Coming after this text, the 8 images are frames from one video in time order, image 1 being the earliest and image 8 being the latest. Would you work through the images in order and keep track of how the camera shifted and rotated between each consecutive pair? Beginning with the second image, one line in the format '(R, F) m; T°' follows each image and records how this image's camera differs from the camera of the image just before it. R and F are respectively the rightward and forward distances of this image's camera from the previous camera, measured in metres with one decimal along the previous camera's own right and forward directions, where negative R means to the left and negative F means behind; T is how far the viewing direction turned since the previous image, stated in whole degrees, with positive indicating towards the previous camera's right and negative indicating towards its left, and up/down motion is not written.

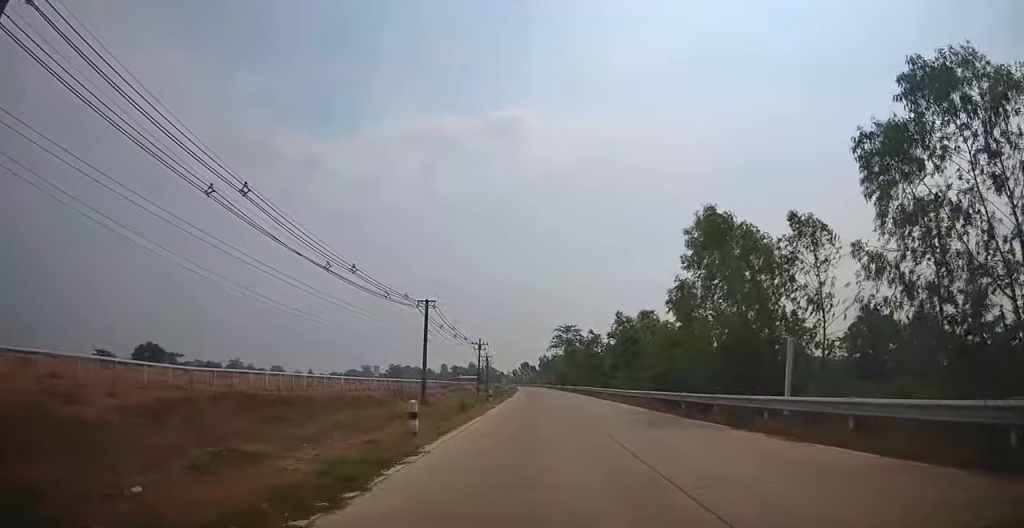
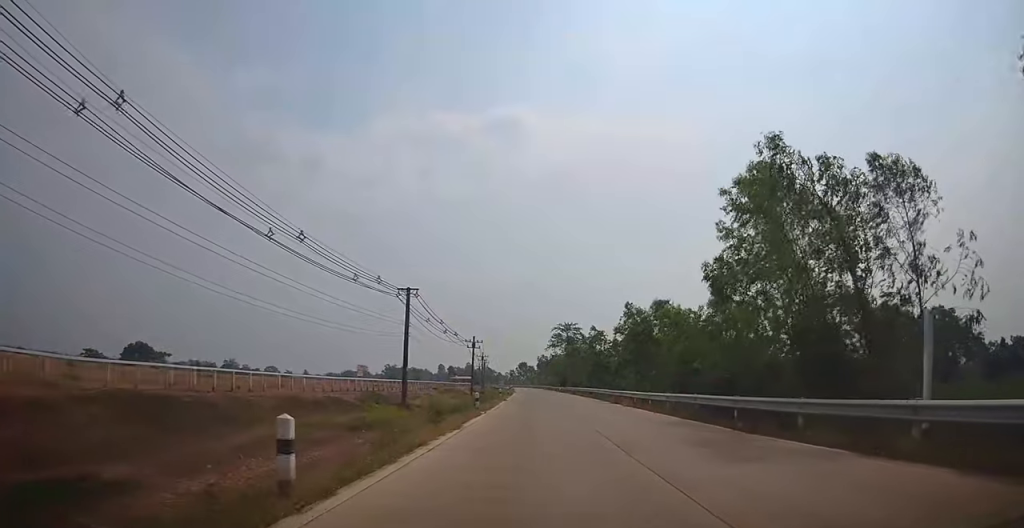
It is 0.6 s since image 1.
(-0.3, +5.7) m; 0°
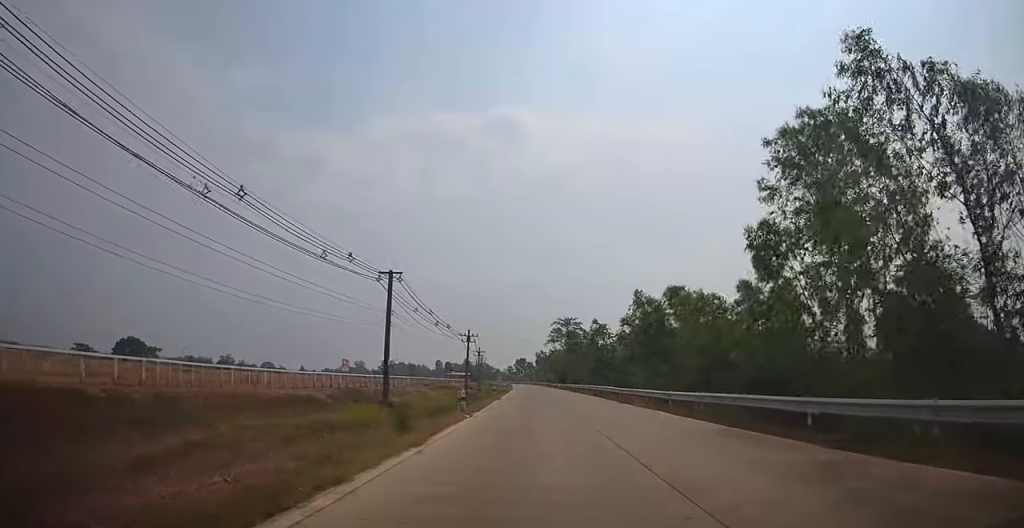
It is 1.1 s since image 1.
(0.0, +4.5) m; 0°
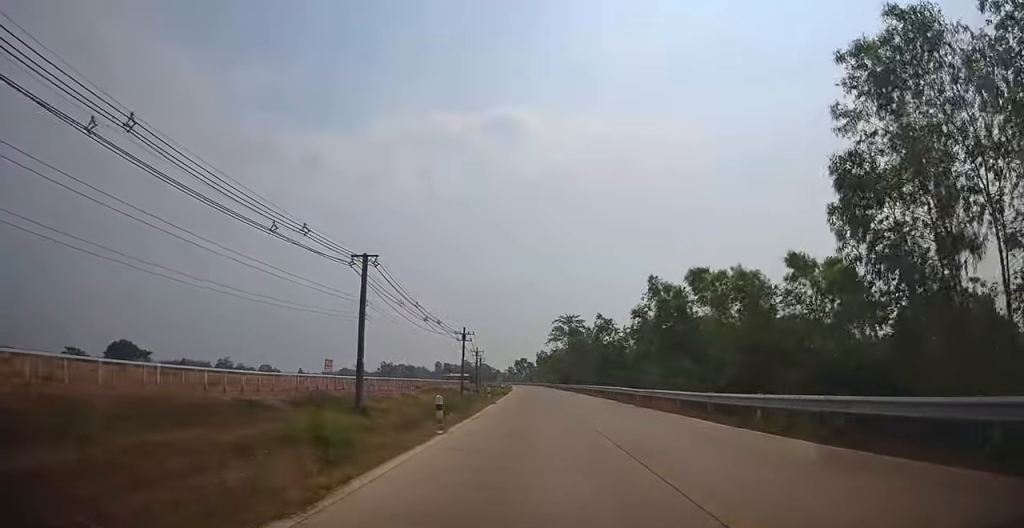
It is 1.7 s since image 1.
(+0.2, +5.4) m; +1°
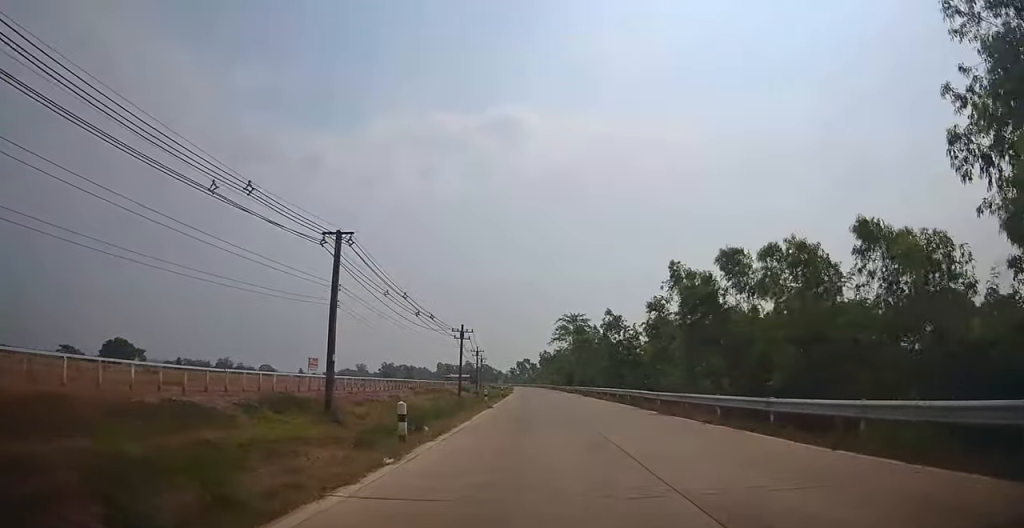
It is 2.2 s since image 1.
(0.0, +4.8) m; 0°
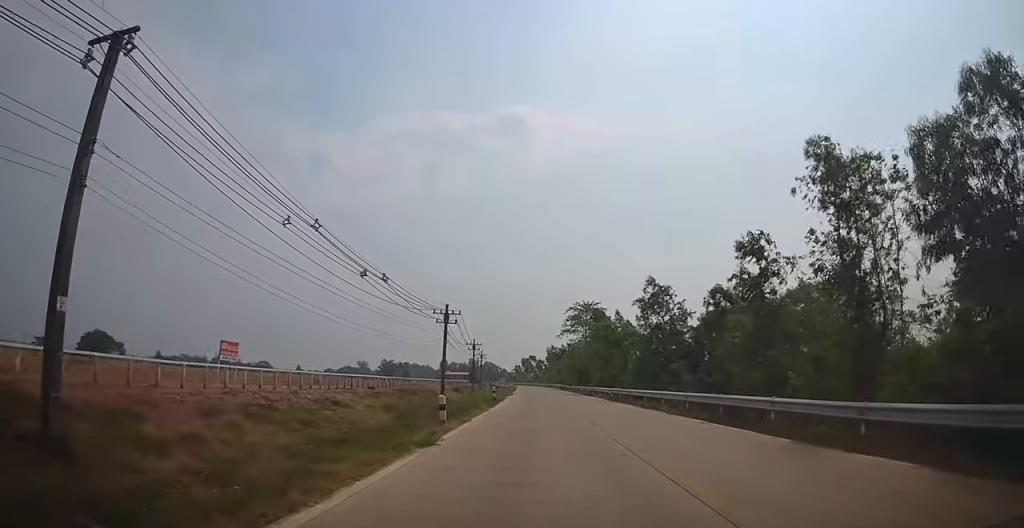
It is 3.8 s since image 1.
(-0.2, +16.1) m; -2°
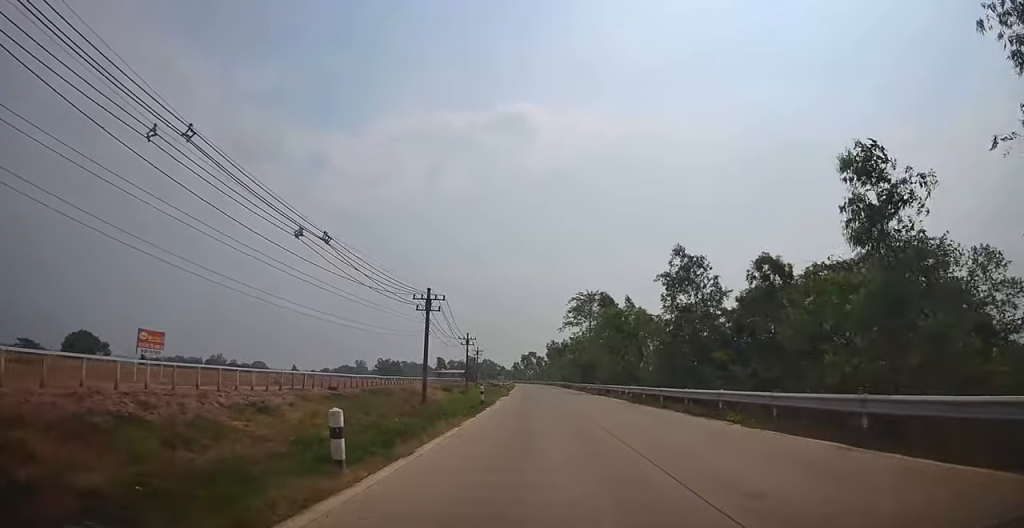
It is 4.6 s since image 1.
(-0.2, +8.3) m; 0°
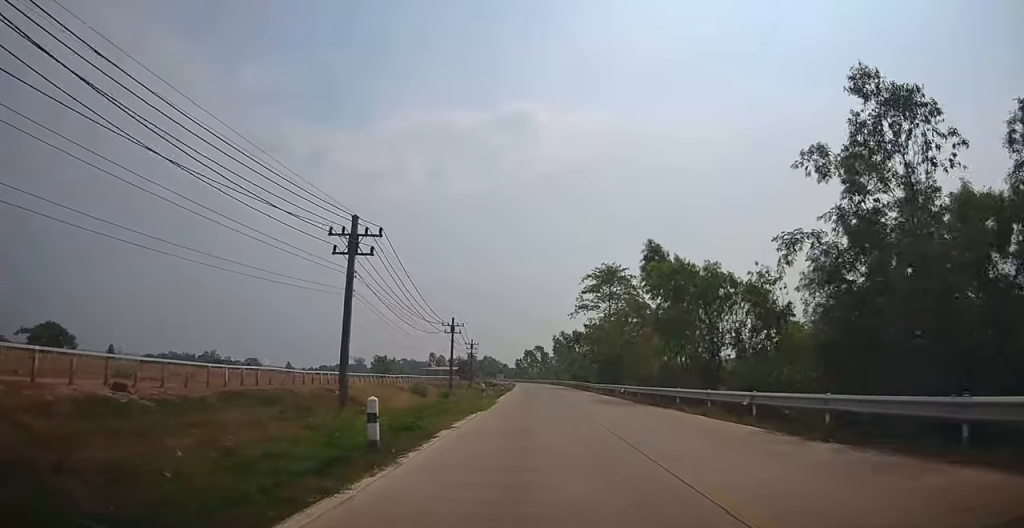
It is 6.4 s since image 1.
(+0.4, +19.2) m; +1°
